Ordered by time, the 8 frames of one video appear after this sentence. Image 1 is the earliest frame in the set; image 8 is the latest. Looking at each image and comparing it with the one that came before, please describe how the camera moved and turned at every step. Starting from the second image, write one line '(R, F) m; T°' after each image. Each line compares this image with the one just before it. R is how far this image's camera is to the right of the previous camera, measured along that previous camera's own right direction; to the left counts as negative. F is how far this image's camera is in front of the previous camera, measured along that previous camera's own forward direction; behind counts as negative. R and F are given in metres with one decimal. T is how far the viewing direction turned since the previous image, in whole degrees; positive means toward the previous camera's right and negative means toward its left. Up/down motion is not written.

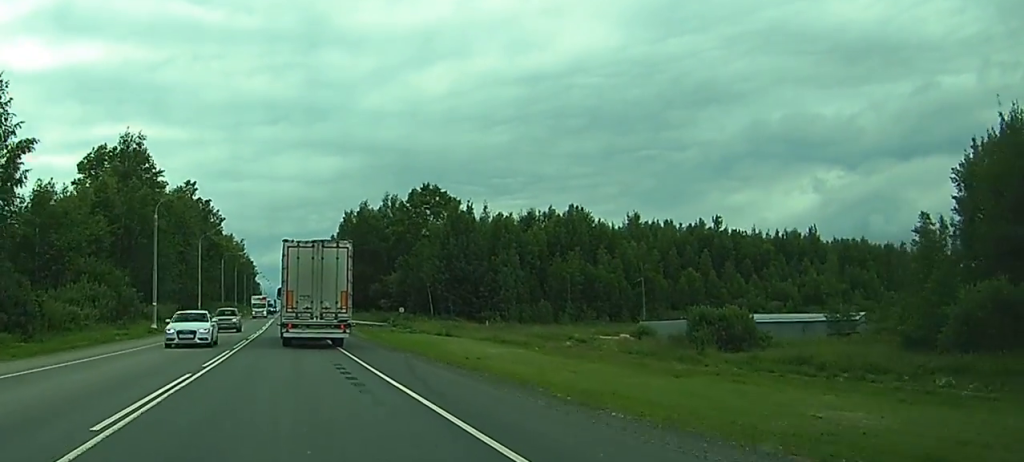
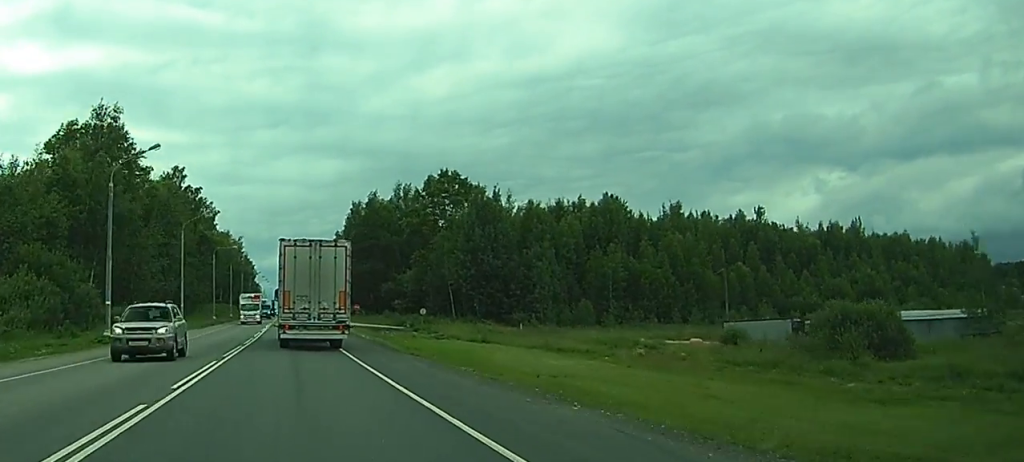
(0.0, +17.9) m; 0°
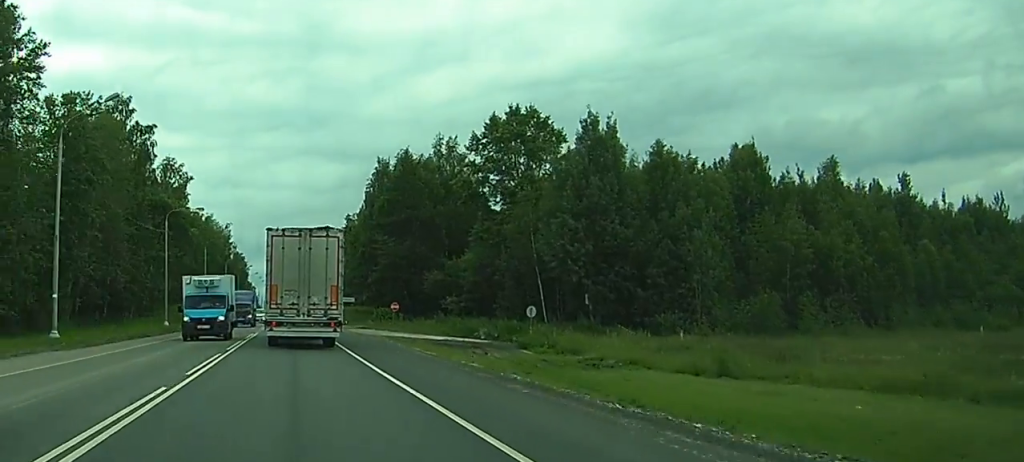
(0.0, +46.0) m; 0°
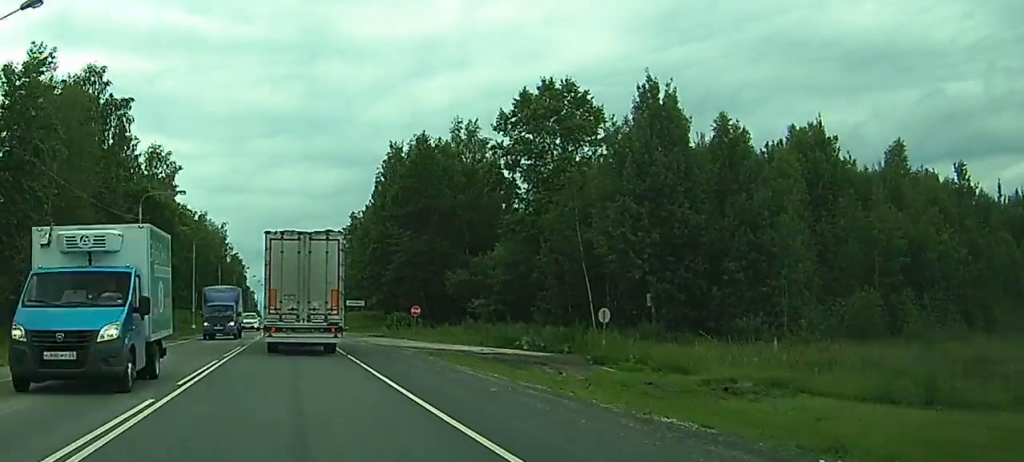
(0.0, +13.1) m; 0°
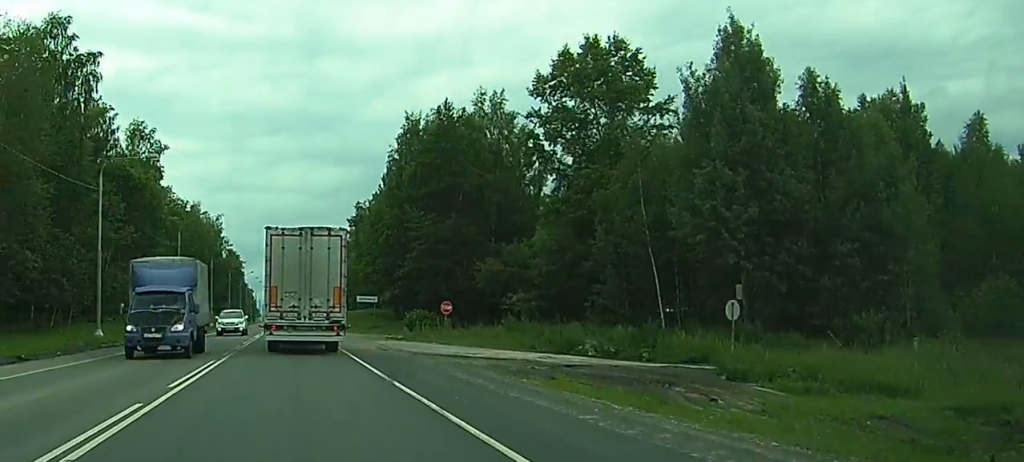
(0.0, +13.0) m; 0°
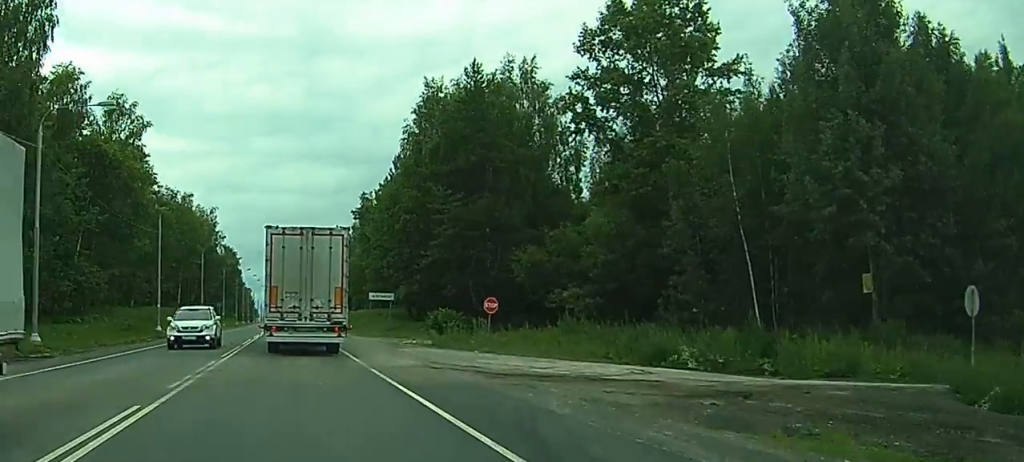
(0.0, +12.1) m; 0°
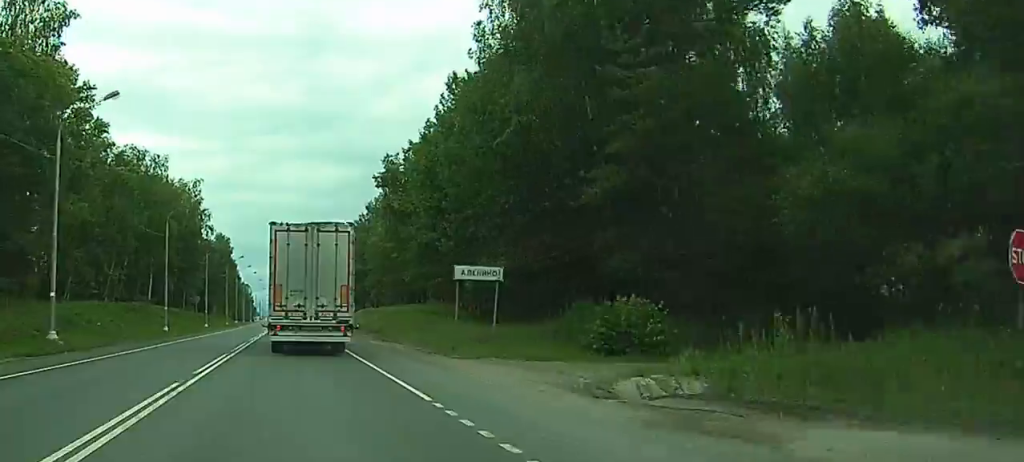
(-0.1, +32.3) m; 0°
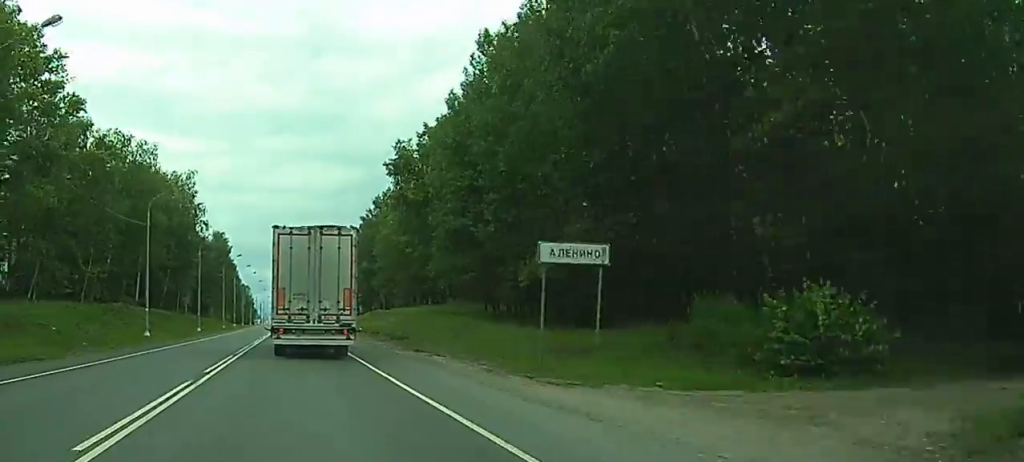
(-0.1, +10.7) m; 0°
